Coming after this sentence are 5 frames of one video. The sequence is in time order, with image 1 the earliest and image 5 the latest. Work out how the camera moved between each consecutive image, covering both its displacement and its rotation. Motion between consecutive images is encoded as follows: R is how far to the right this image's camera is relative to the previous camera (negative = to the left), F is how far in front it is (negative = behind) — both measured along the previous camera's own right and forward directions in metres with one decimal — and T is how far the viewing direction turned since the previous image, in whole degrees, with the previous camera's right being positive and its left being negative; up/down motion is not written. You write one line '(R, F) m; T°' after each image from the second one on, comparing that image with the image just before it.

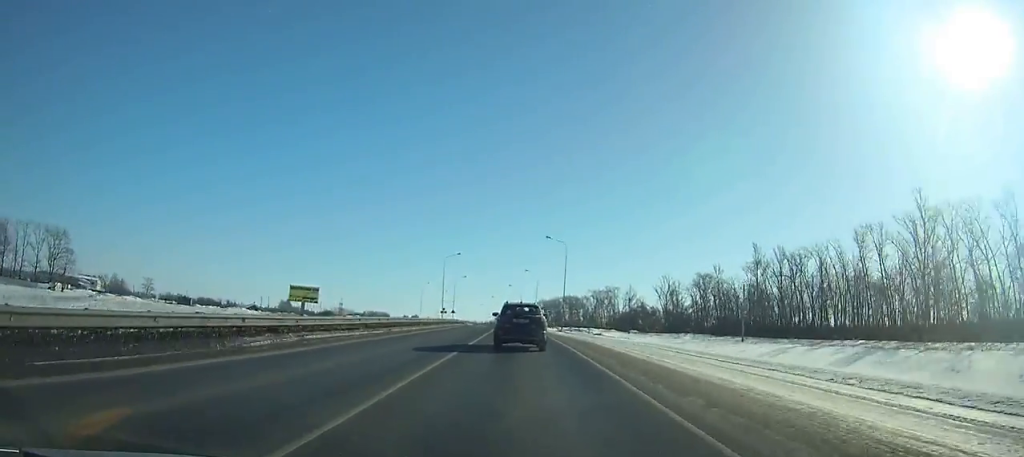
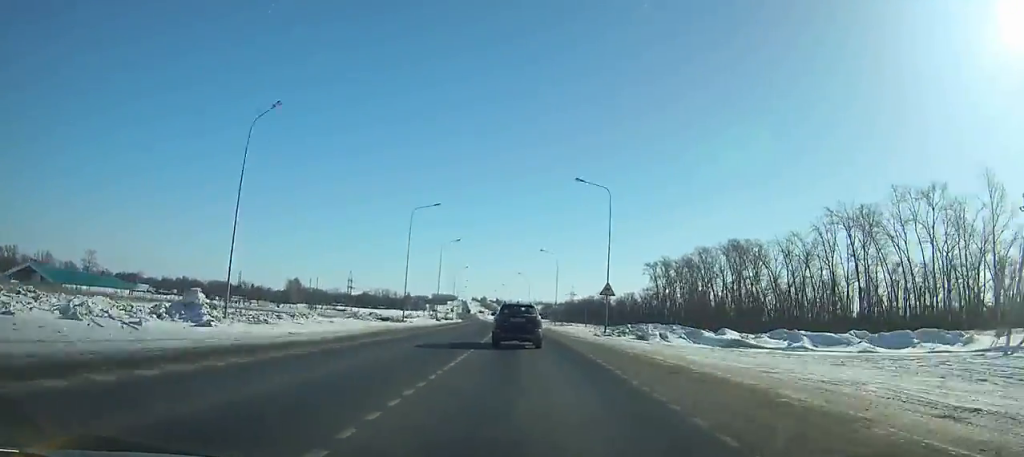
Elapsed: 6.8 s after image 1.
(-10.6, +161.1) m; -8°
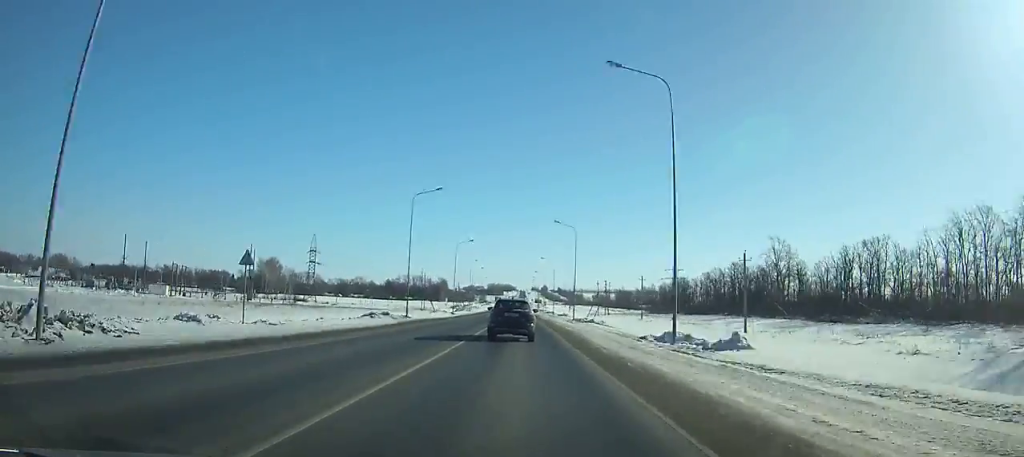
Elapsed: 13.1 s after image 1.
(-8.1, +149.0) m; -5°
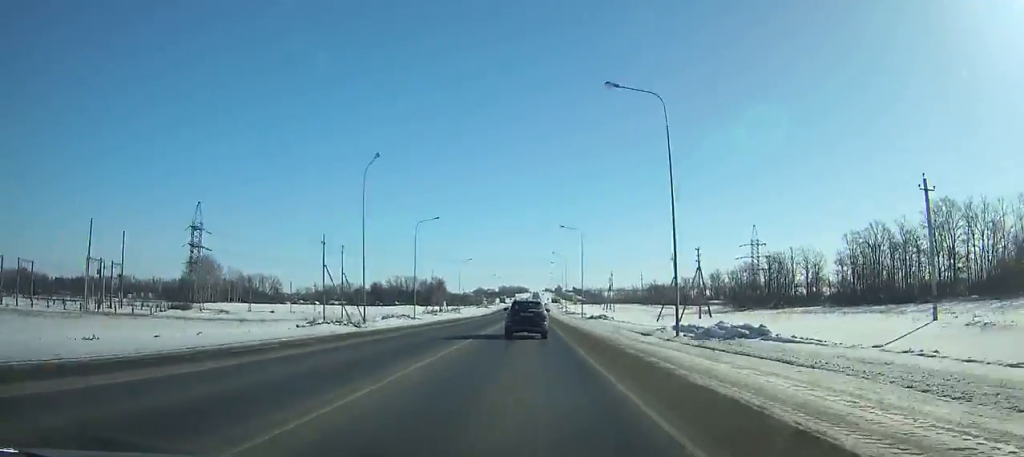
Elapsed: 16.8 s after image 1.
(-1.2, +86.7) m; -1°
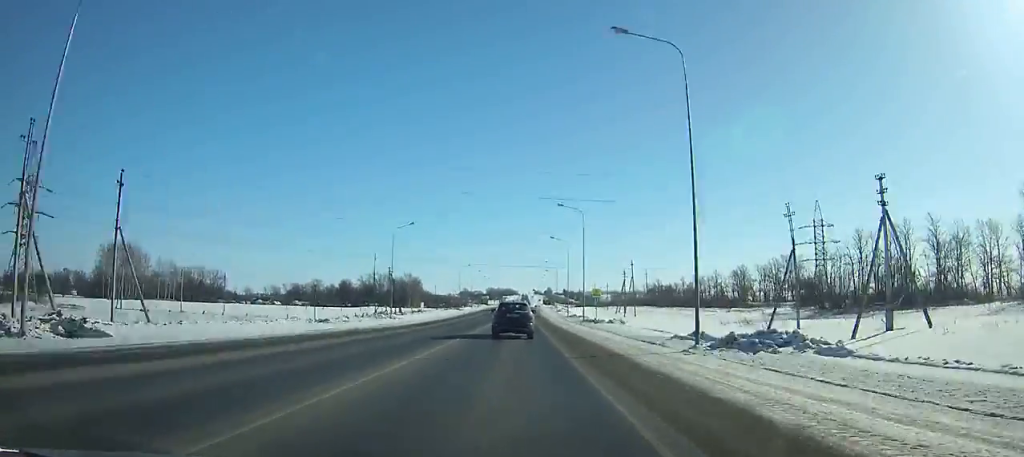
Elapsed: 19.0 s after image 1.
(-0.3, +51.2) m; 0°
